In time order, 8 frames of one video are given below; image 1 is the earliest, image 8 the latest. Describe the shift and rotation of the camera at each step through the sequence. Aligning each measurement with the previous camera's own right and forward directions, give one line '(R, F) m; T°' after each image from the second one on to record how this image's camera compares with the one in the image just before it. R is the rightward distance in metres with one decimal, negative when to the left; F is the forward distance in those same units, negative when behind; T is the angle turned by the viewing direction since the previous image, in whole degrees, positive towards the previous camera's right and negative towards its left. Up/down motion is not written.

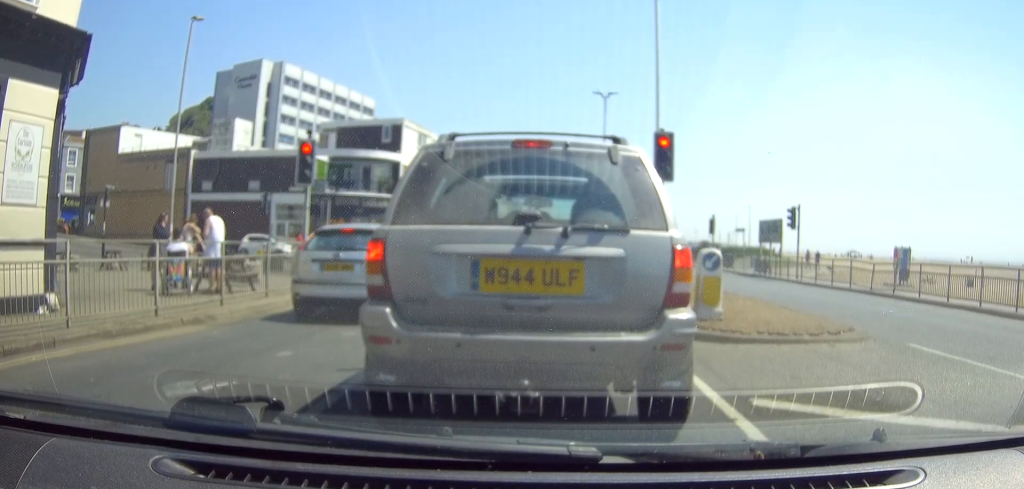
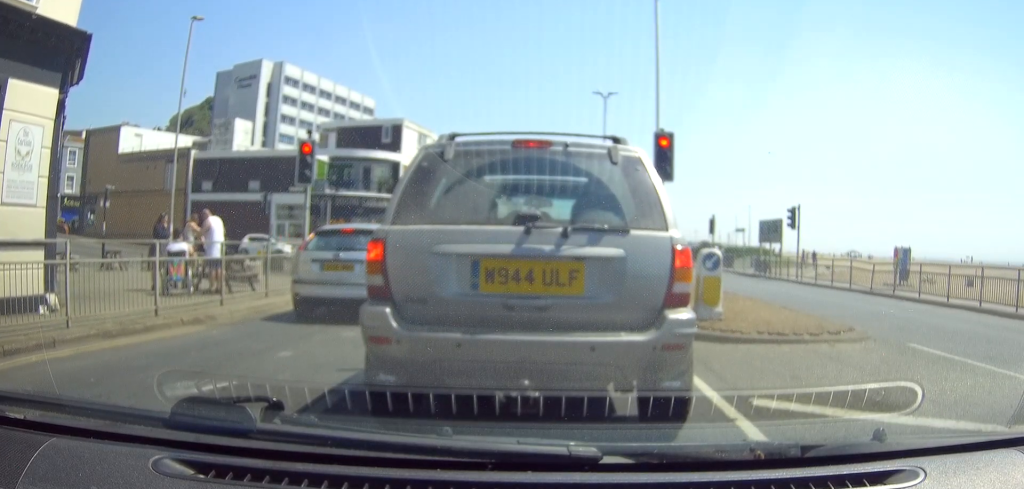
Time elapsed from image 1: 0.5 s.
(0.0, 0.0) m; 0°
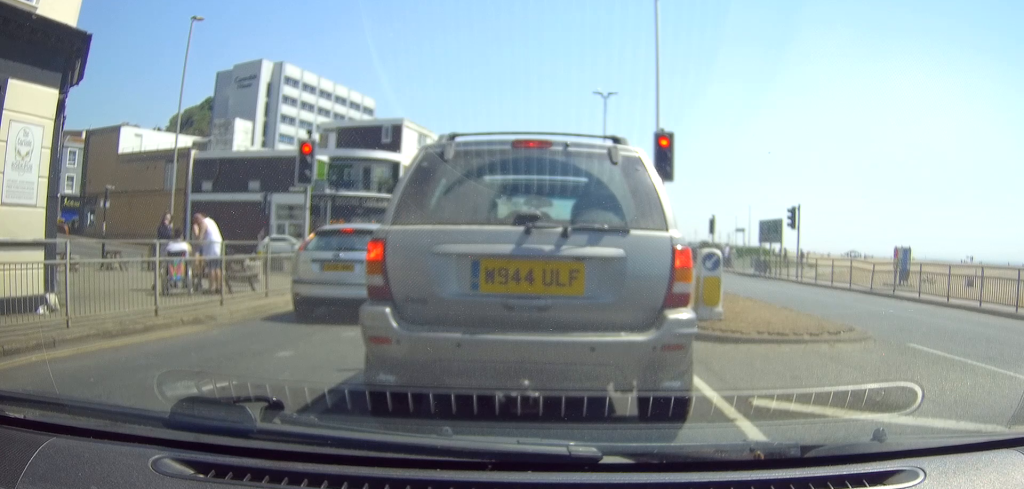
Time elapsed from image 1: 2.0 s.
(0.0, 0.0) m; 0°
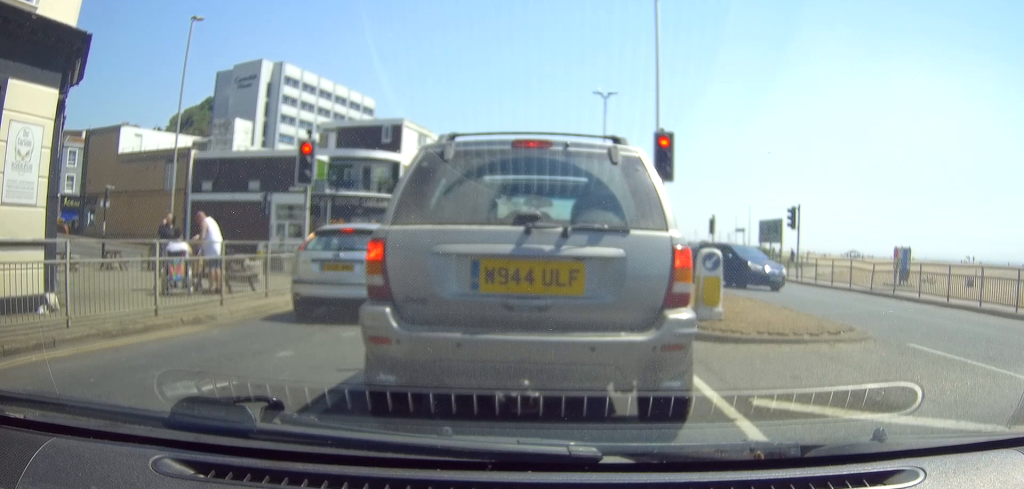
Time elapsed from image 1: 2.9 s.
(0.0, 0.0) m; 0°
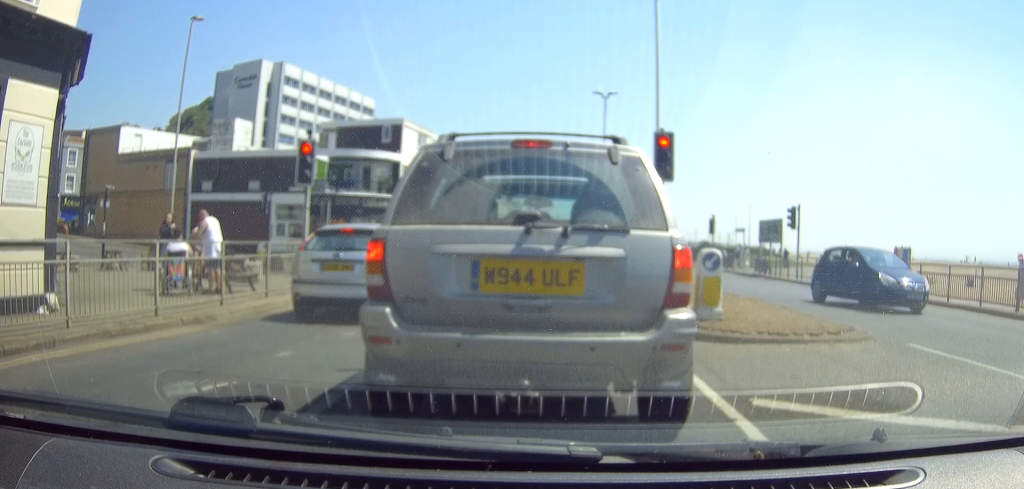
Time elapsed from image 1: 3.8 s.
(0.0, 0.0) m; 0°
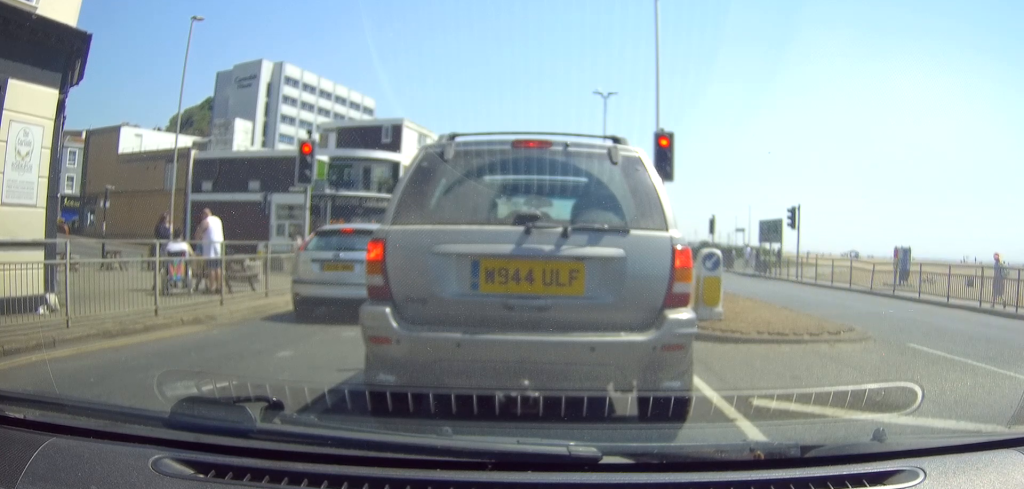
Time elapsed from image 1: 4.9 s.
(0.0, 0.0) m; 0°
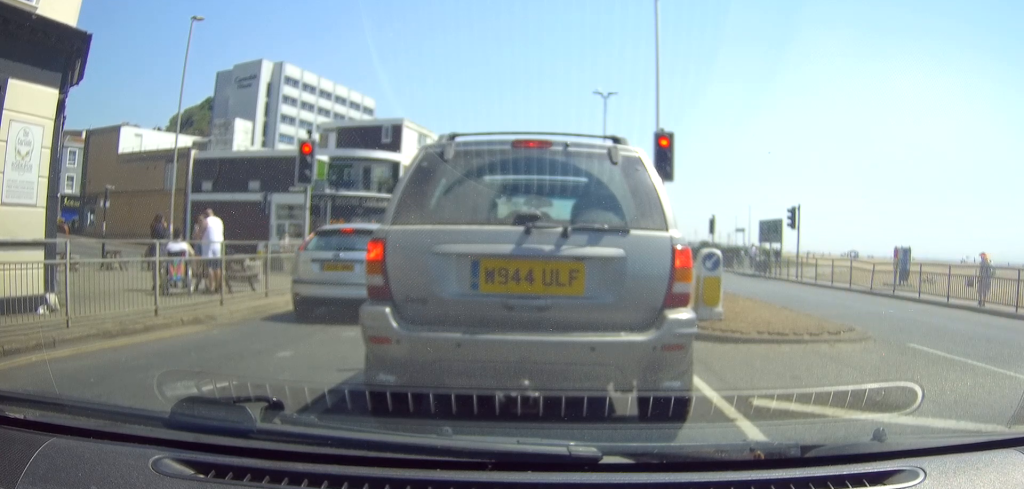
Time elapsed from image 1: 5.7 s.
(0.0, 0.0) m; 0°
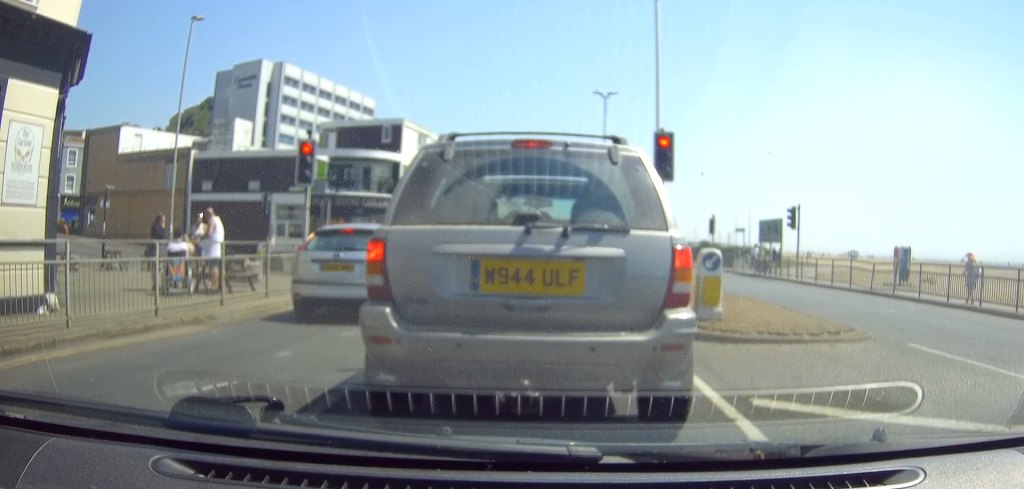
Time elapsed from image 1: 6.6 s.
(0.0, 0.0) m; 0°
